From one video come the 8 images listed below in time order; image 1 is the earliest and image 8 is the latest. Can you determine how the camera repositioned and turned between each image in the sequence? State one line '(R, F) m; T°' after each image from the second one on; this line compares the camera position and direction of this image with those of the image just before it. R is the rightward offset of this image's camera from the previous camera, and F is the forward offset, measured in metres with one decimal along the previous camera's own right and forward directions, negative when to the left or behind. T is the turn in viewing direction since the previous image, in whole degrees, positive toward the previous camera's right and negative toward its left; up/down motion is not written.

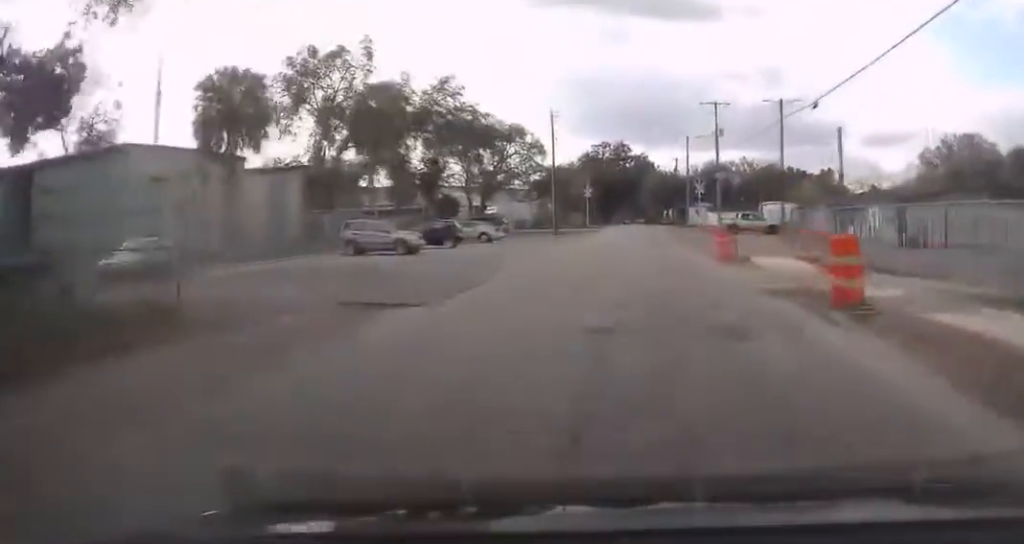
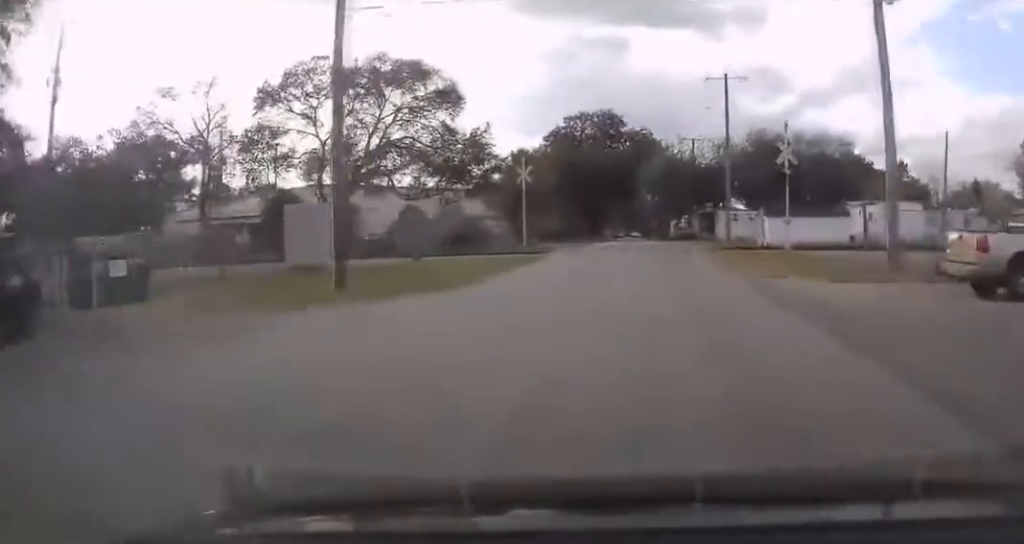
(+0.4, +47.6) m; 0°
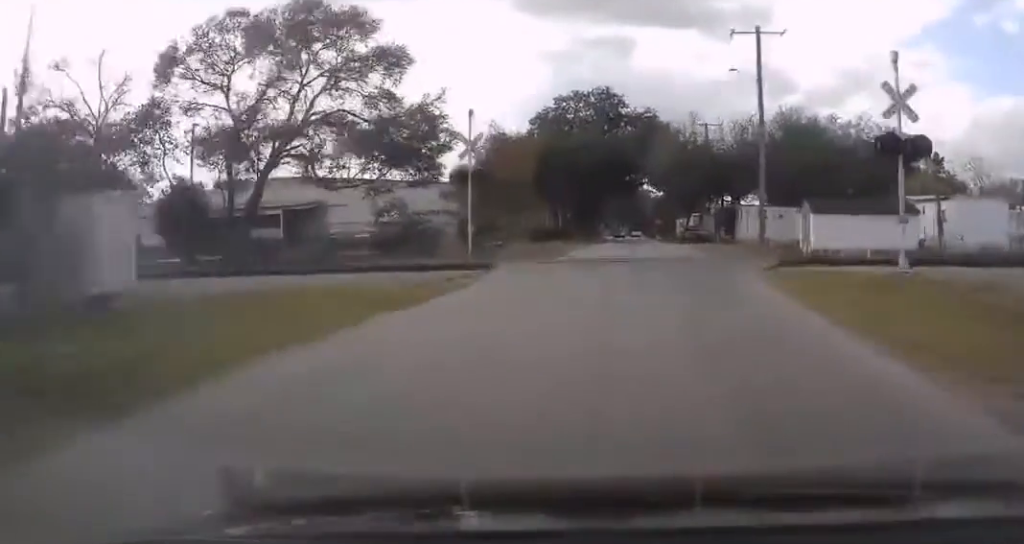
(0.0, +12.4) m; 0°
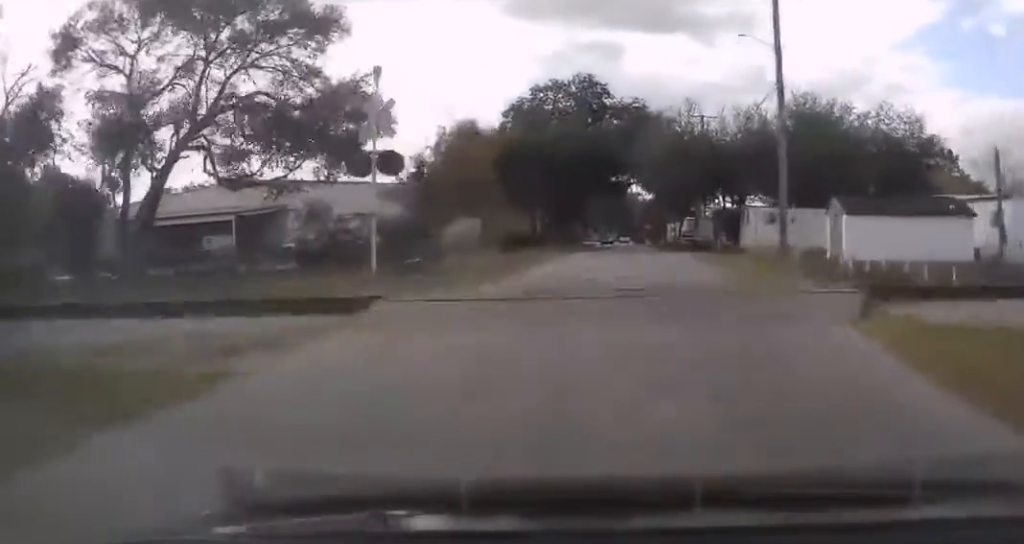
(0.0, +8.2) m; 0°
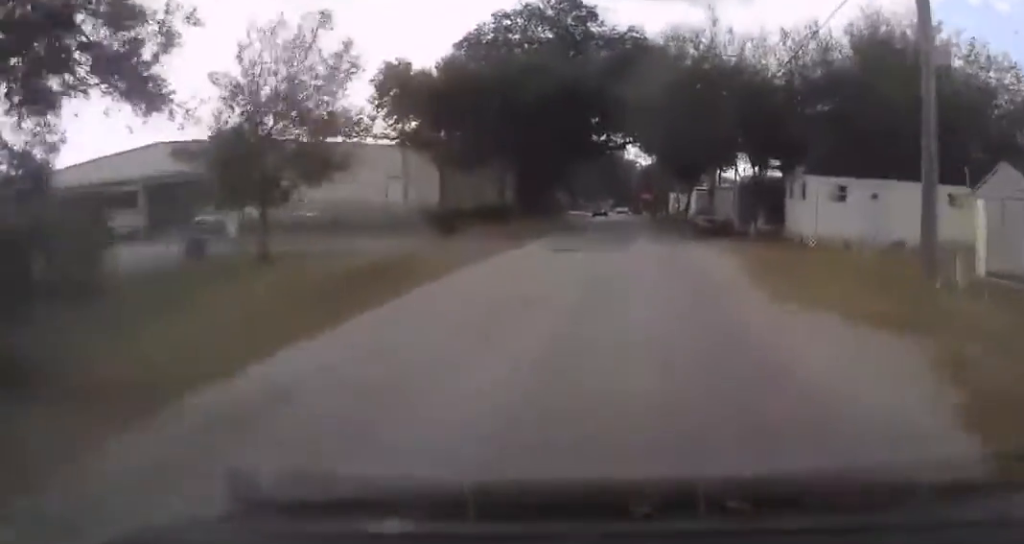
(0.0, +15.7) m; +1°
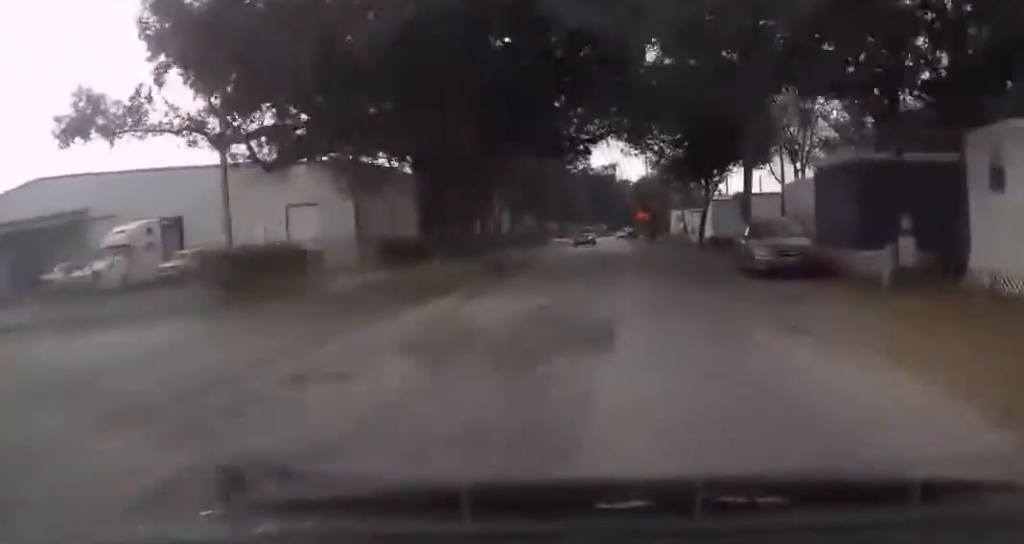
(+0.2, +19.0) m; +1°
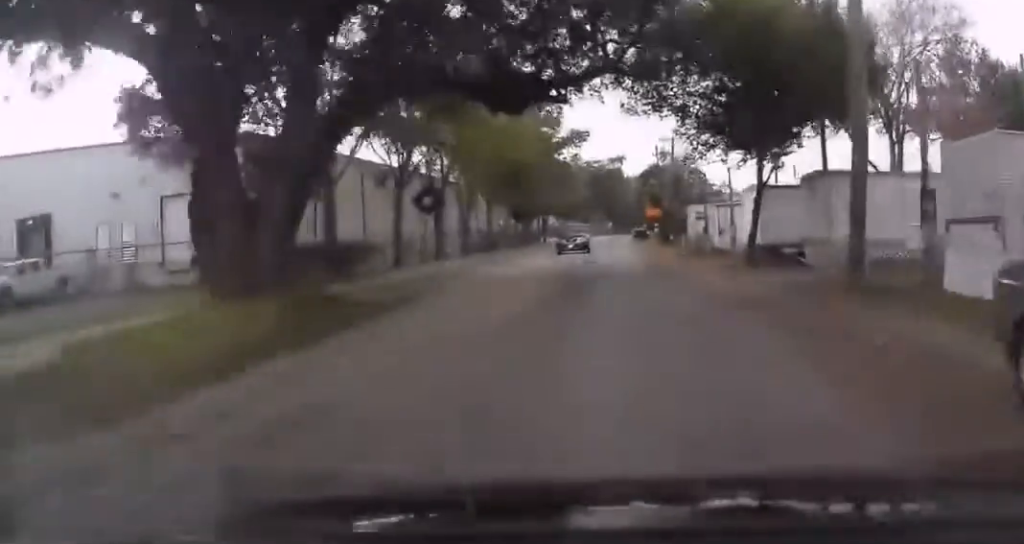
(+0.1, +15.3) m; 0°
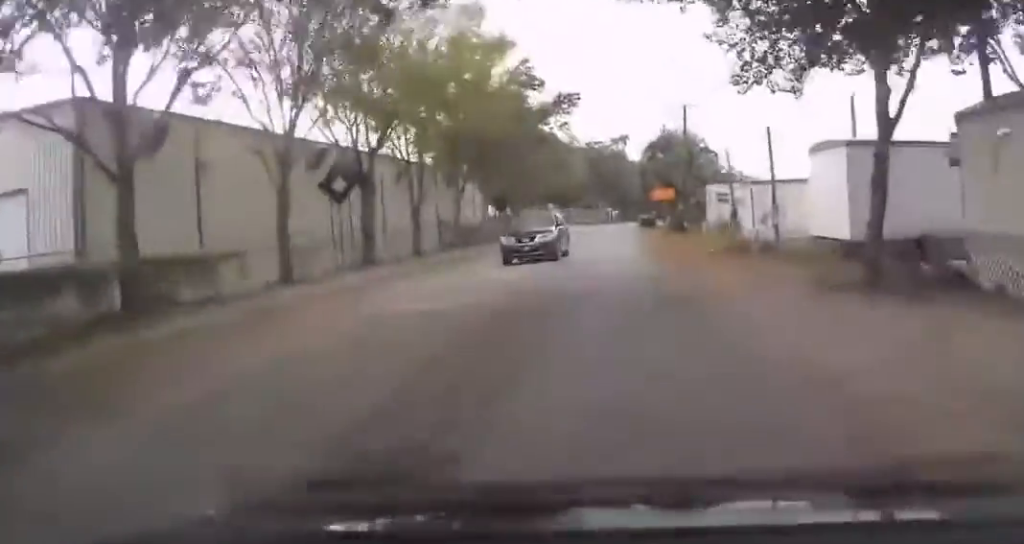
(0.0, +12.3) m; 0°
